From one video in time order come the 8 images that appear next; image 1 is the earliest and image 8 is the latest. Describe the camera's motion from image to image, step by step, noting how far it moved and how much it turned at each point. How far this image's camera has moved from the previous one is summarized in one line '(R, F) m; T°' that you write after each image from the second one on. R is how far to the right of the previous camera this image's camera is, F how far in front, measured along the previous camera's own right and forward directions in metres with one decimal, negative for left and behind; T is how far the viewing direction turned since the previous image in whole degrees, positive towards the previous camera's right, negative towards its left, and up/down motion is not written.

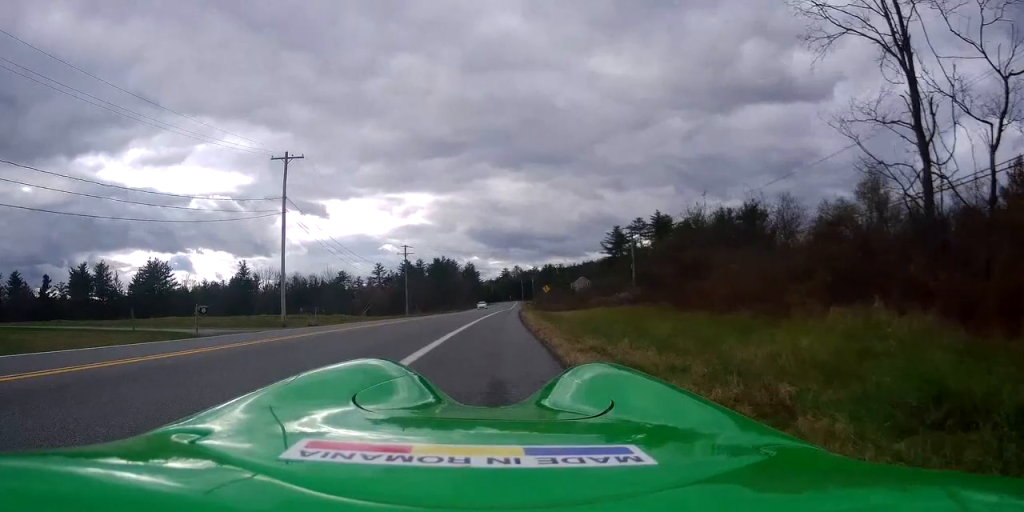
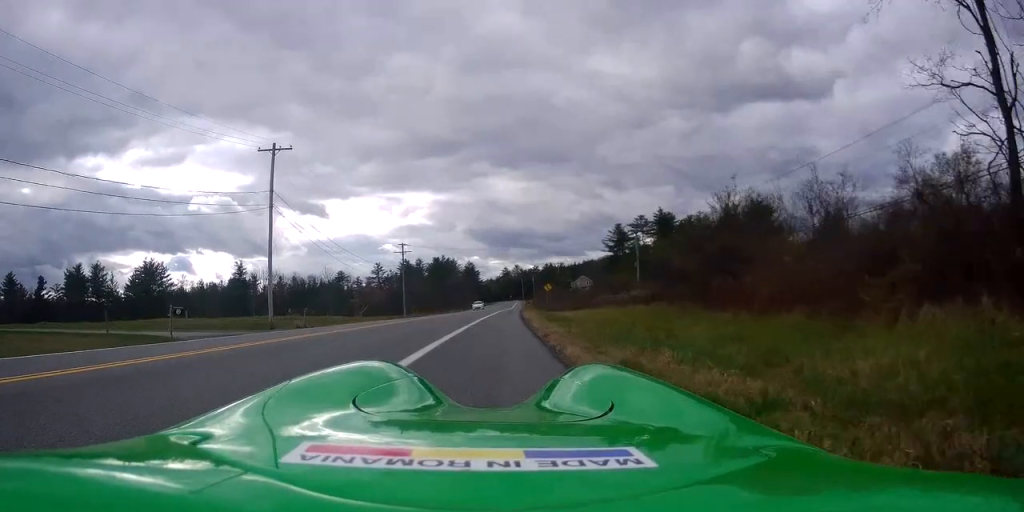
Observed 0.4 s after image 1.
(-0.3, +2.4) m; -1°
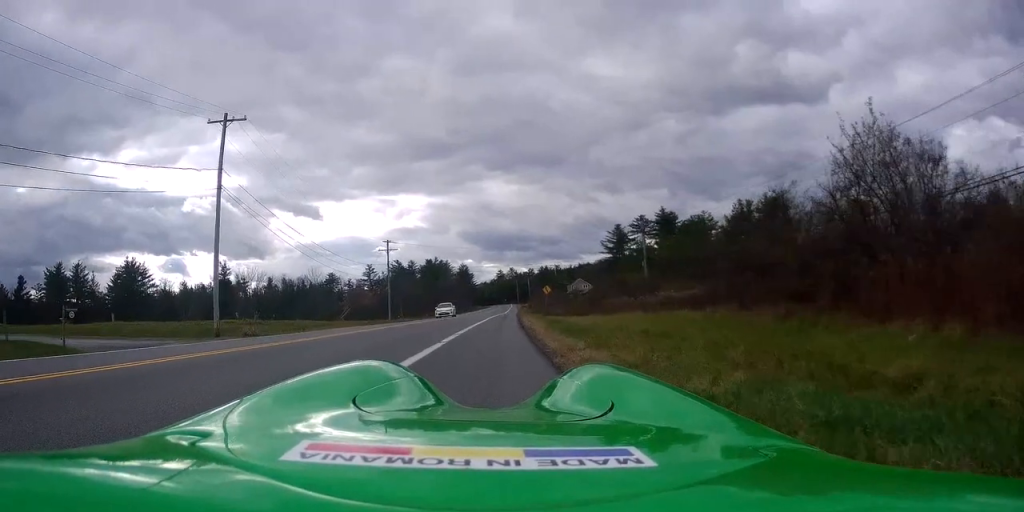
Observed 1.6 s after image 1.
(+0.5, +6.8) m; +2°
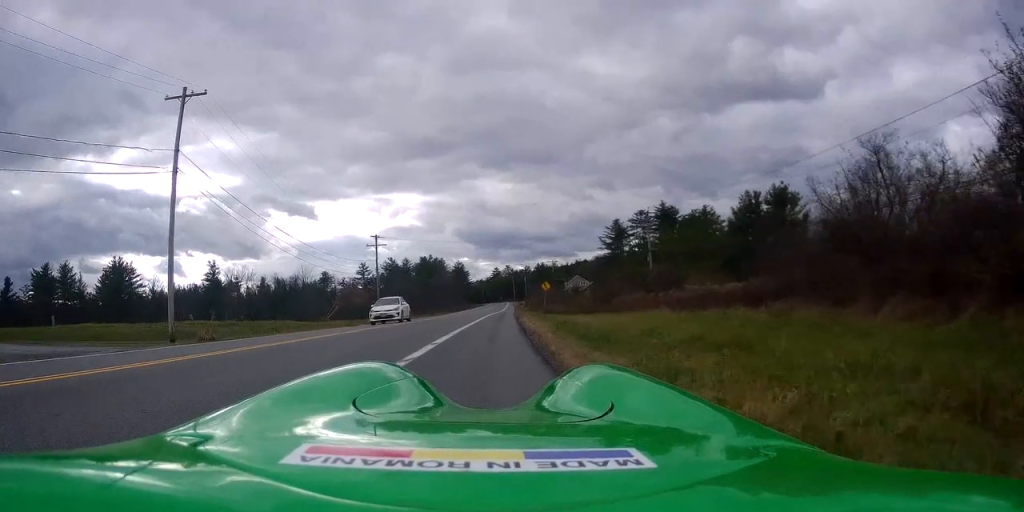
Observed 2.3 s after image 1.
(-0.3, +4.2) m; 0°
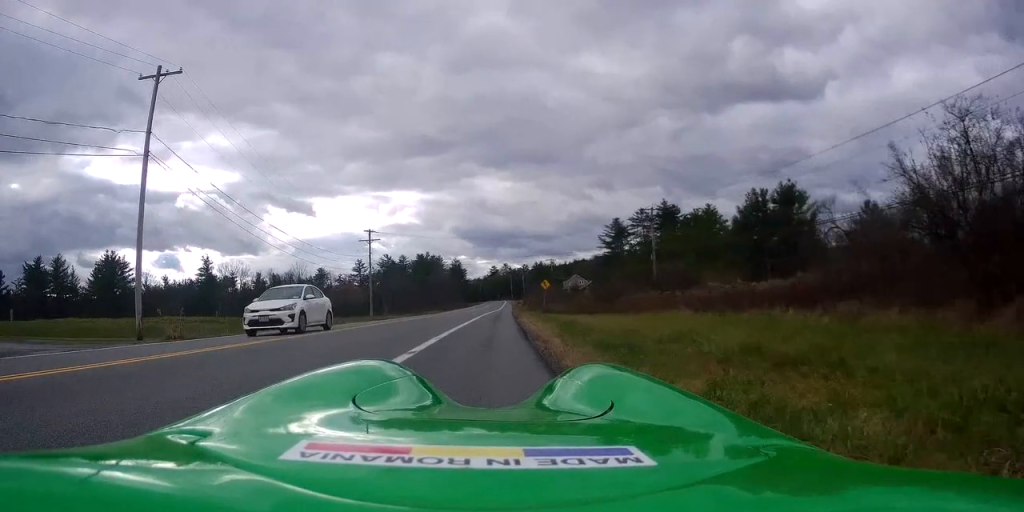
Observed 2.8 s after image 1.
(-0.1, +2.7) m; 0°
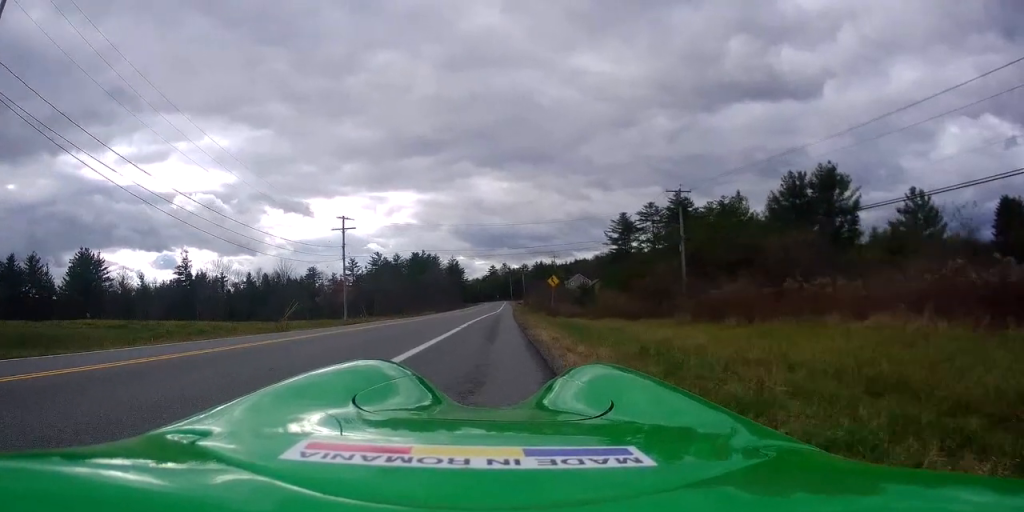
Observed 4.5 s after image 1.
(+0.3, +10.4) m; +2°
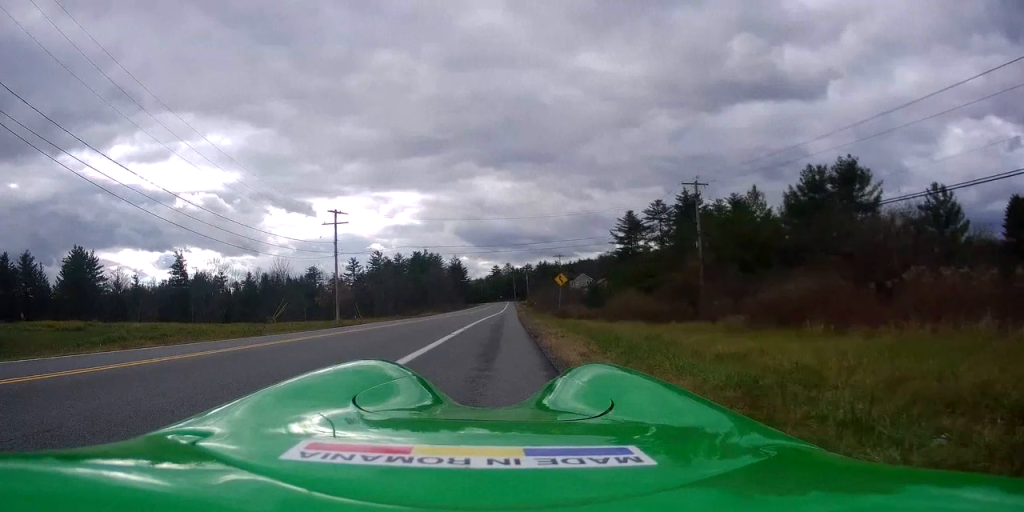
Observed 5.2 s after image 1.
(+0.1, +3.7) m; -1°
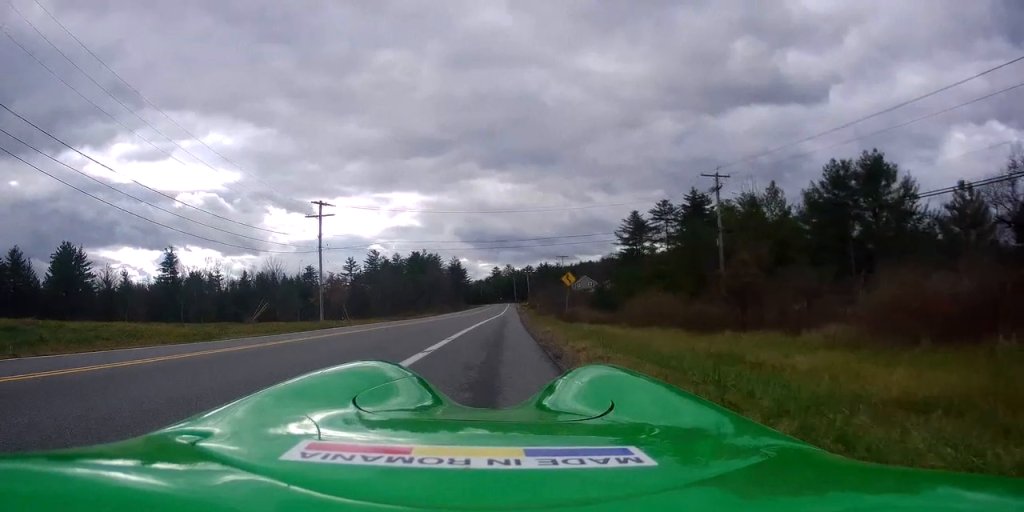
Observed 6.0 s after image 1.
(0.0, +4.7) m; -2°
